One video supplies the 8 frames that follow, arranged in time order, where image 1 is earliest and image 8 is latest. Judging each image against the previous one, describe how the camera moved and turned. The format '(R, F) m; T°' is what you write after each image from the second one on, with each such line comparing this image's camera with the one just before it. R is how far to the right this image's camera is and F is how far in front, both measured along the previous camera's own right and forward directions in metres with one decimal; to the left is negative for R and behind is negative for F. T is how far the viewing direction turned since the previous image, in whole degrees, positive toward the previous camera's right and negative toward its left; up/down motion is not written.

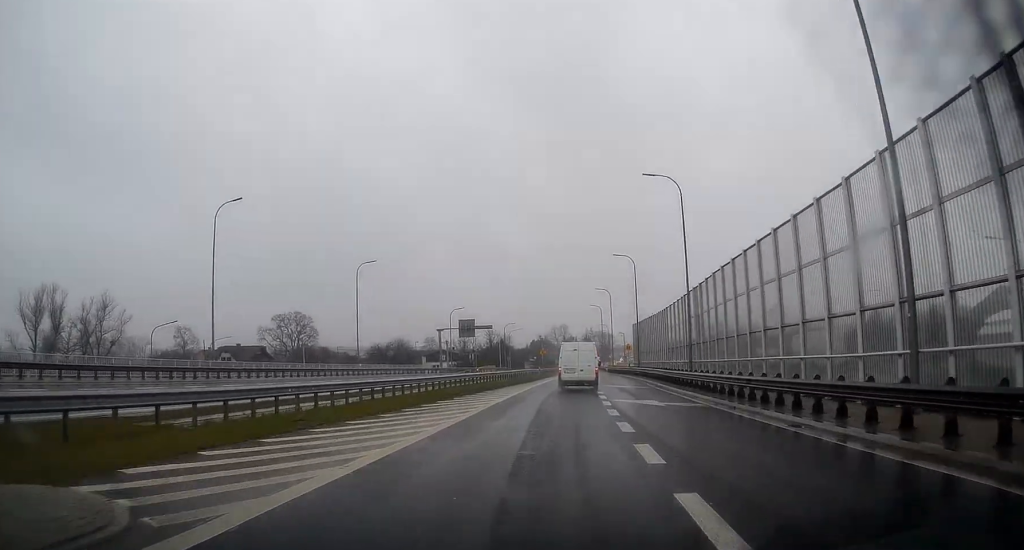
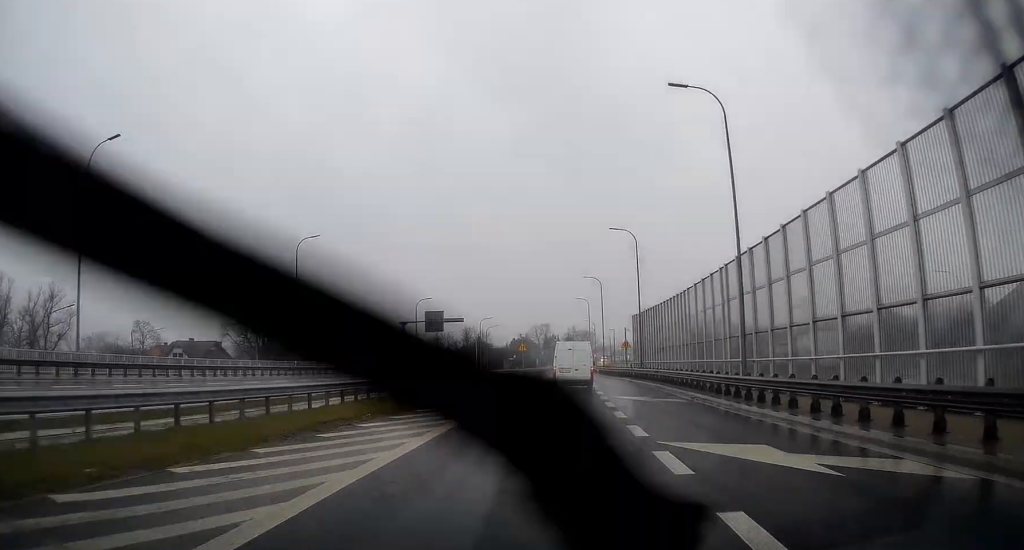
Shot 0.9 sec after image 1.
(+0.2, +13.1) m; +2°
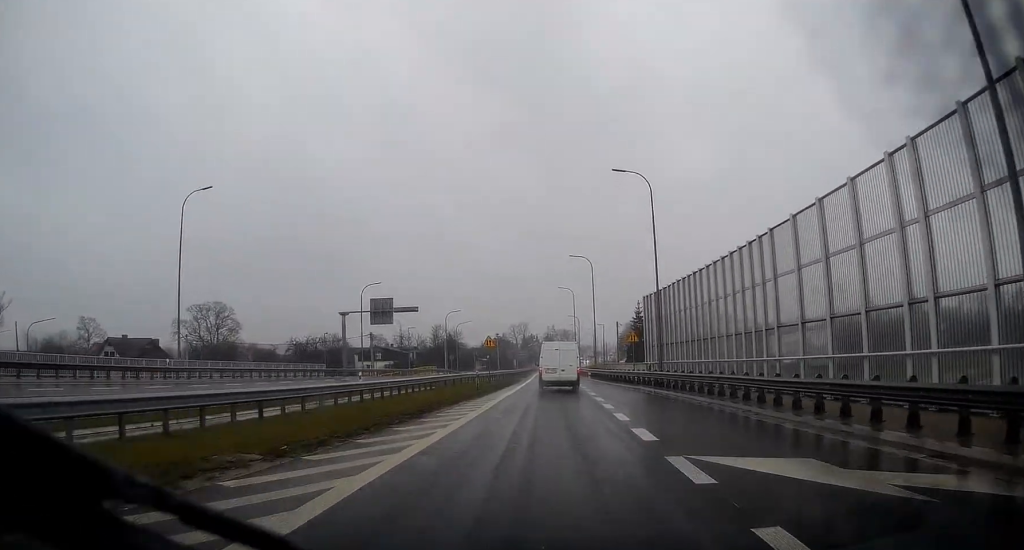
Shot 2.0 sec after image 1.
(+0.4, +16.9) m; +3°
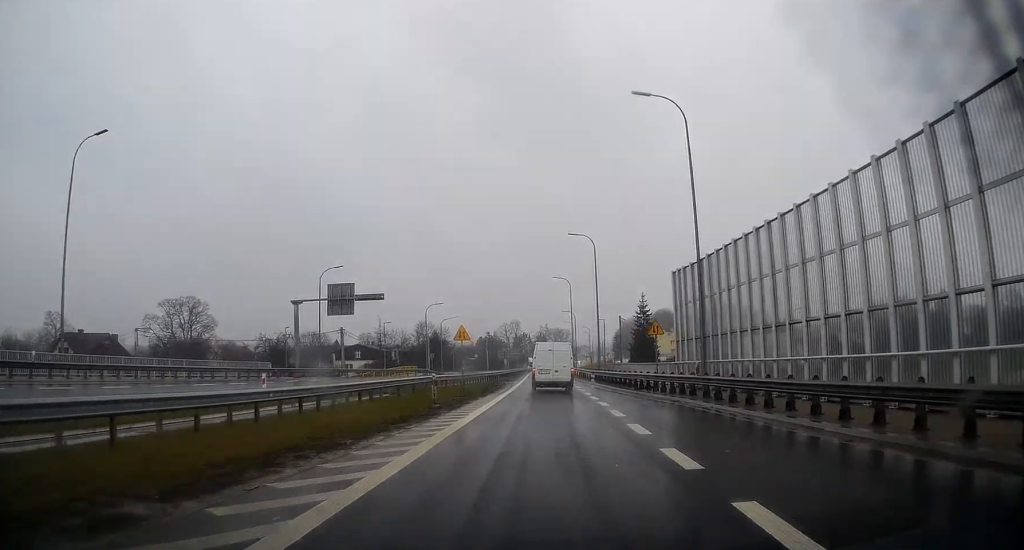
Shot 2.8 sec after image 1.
(+0.1, +11.3) m; +2°
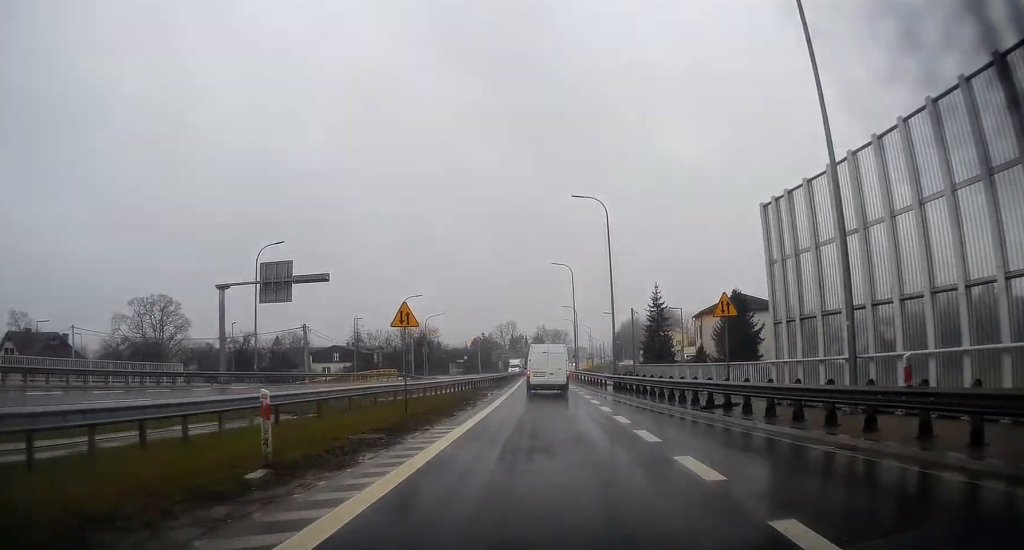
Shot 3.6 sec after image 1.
(+0.4, +12.6) m; 0°
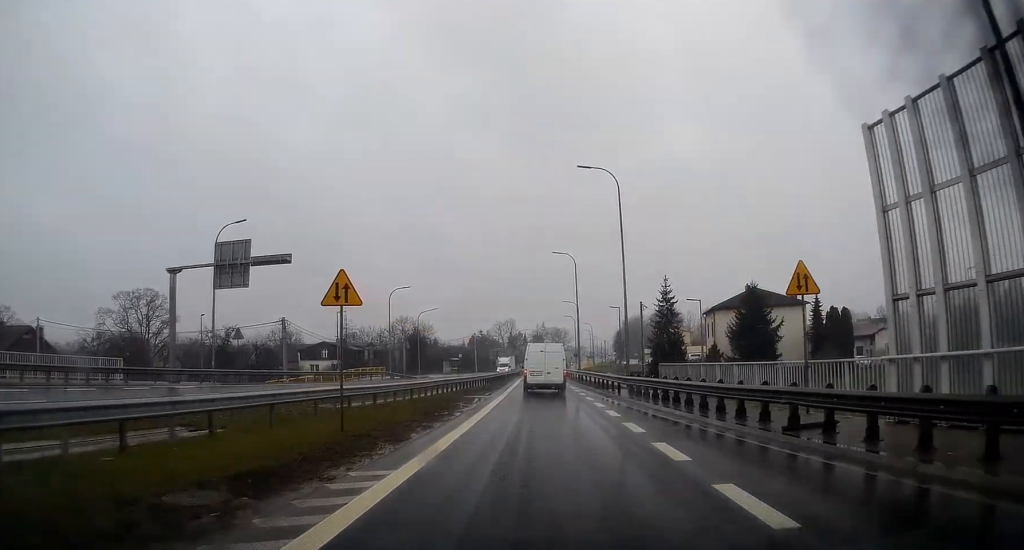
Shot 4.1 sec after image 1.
(-0.2, +6.2) m; -1°
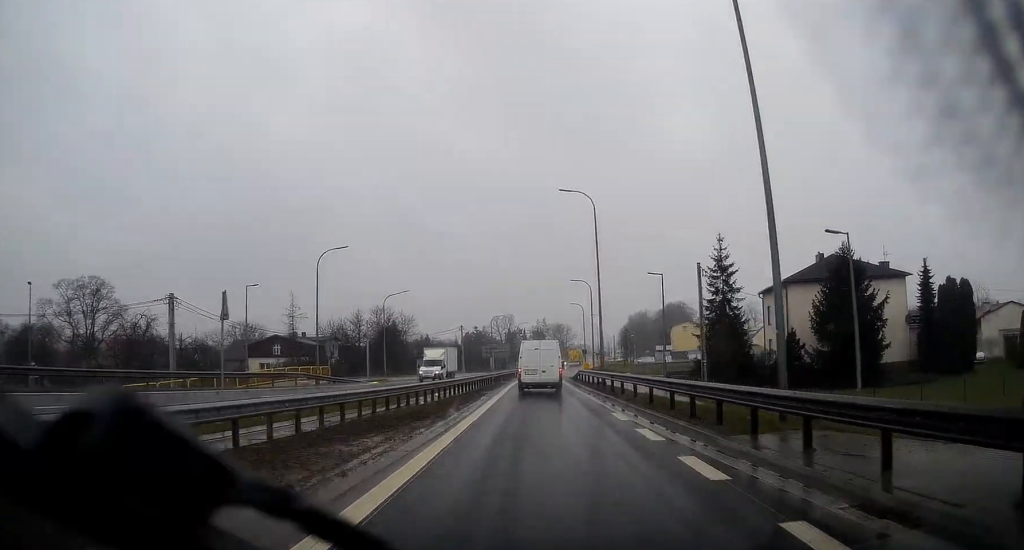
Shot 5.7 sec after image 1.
(-0.2, +22.4) m; 0°
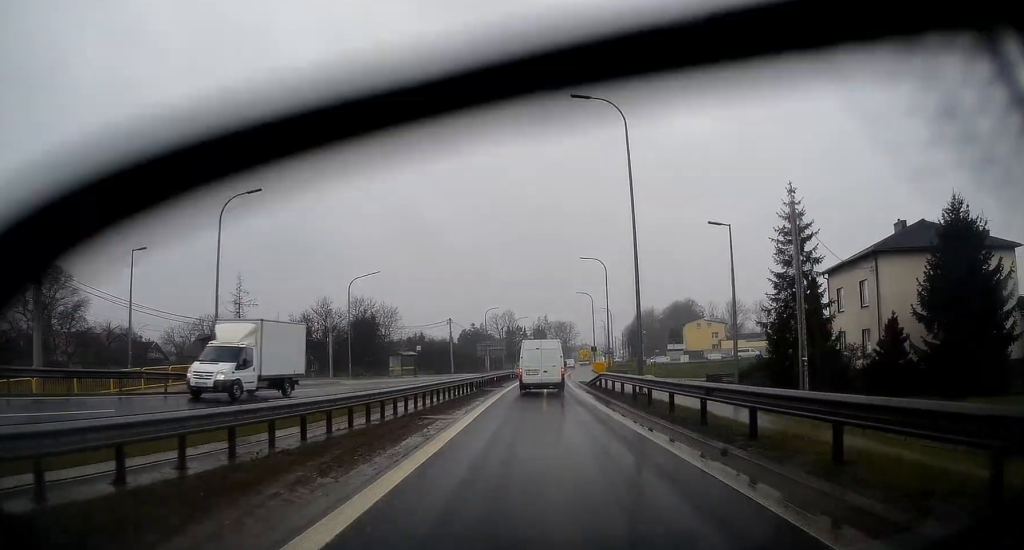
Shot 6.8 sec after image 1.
(+0.1, +15.0) m; 0°
